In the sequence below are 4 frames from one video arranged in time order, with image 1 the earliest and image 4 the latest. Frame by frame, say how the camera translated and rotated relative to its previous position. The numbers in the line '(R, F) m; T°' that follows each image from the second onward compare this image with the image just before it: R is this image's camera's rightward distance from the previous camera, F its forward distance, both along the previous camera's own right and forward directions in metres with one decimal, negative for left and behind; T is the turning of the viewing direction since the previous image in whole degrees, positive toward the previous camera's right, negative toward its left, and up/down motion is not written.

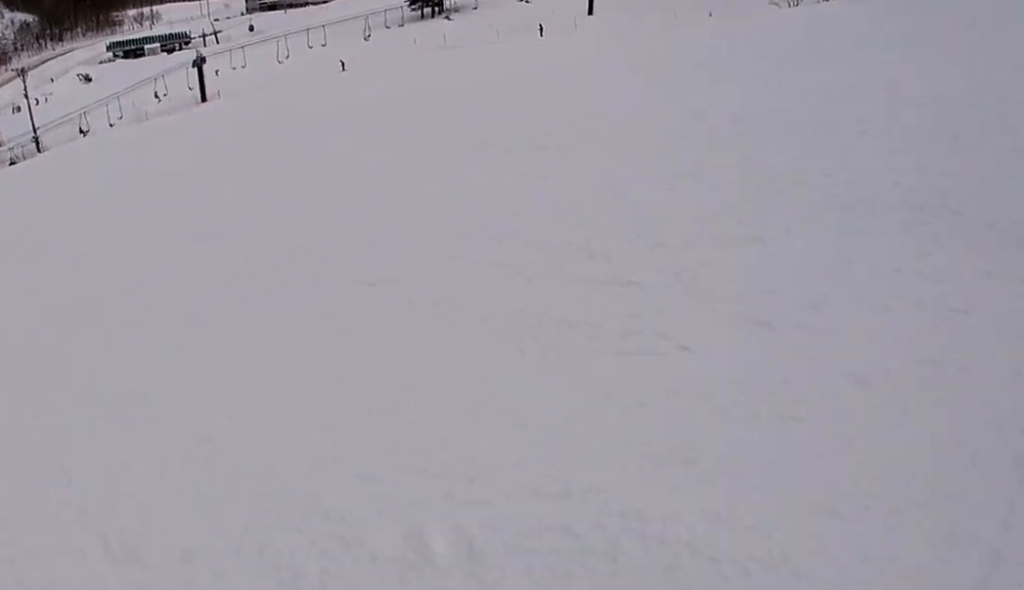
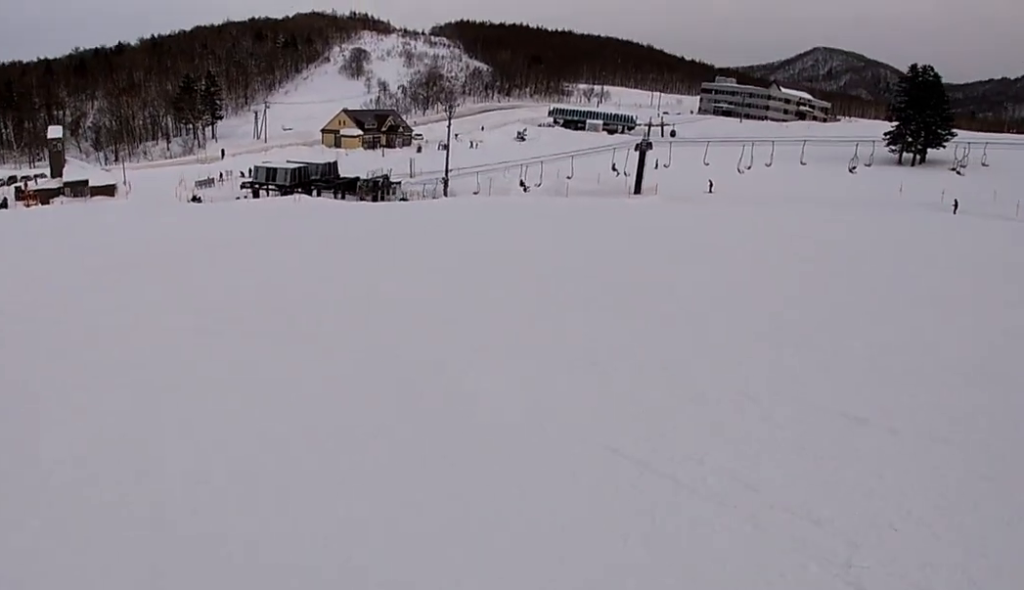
(-1.2, +15.0) m; -20°
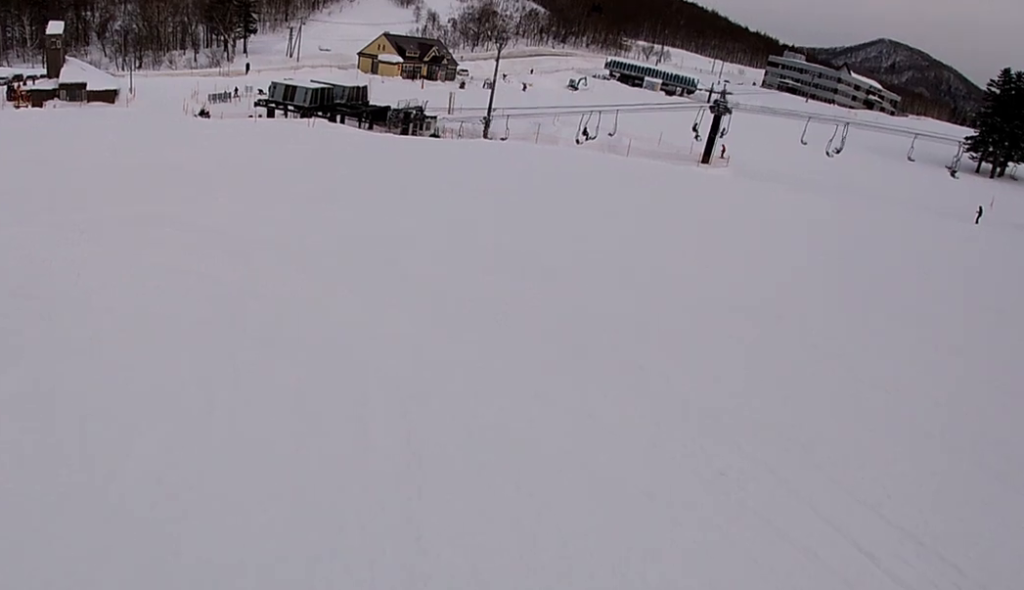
(-2.0, +9.0) m; -18°
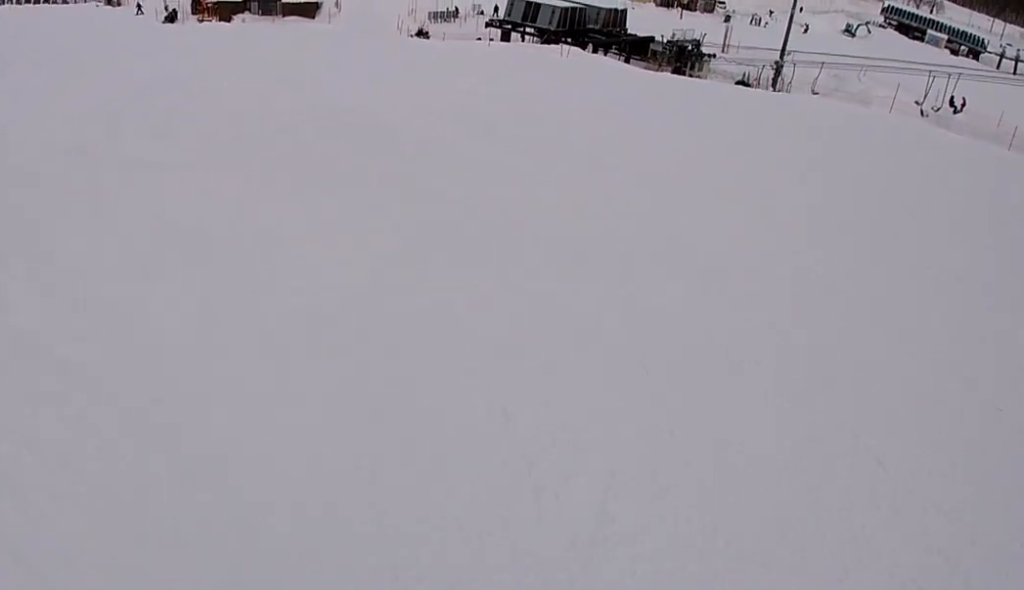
(-1.4, +14.8) m; -11°
